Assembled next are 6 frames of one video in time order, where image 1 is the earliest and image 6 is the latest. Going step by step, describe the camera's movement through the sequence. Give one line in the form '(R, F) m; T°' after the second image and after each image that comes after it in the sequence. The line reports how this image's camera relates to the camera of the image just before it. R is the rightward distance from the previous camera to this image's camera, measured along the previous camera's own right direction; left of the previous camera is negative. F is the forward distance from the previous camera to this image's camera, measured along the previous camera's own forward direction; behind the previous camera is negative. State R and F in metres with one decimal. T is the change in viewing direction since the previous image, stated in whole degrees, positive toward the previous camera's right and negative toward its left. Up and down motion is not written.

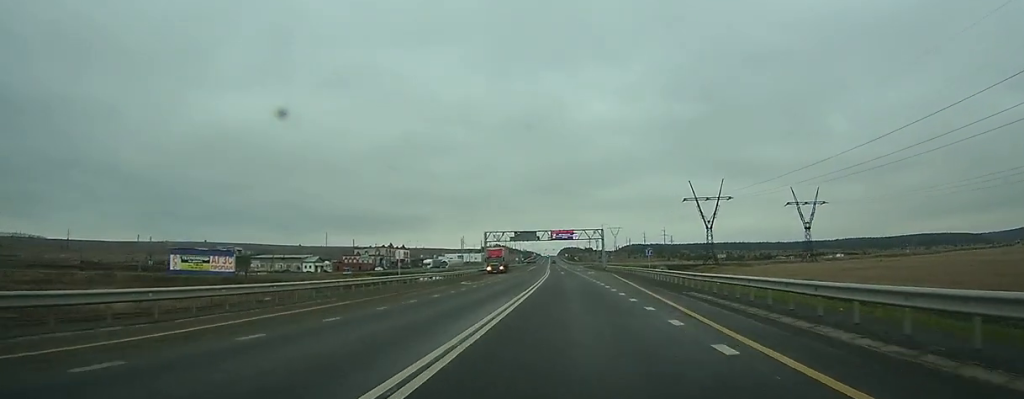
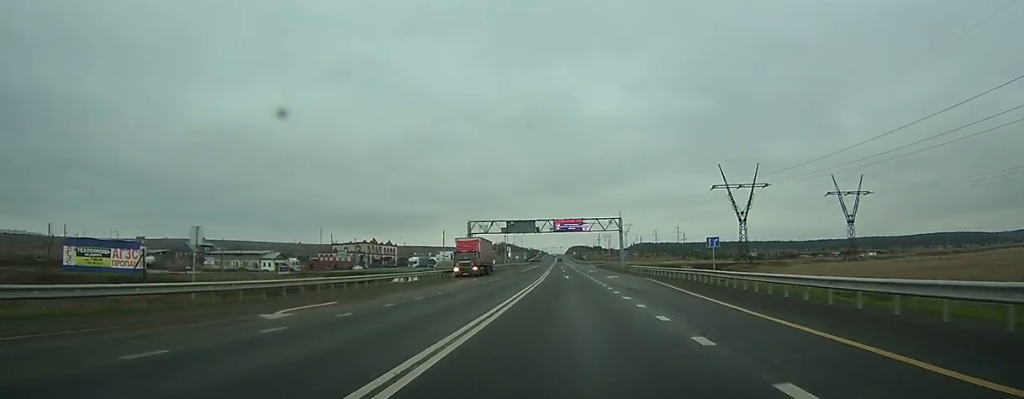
(-0.1, +33.5) m; 0°
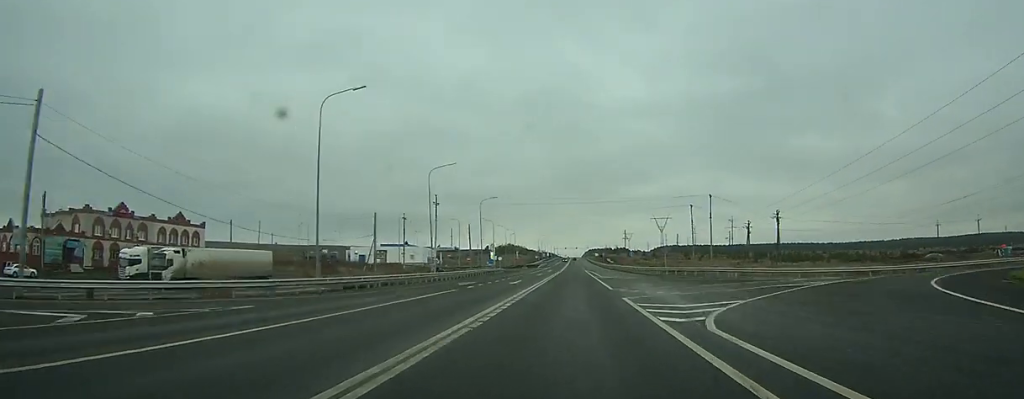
(-2.3, +139.8) m; -2°
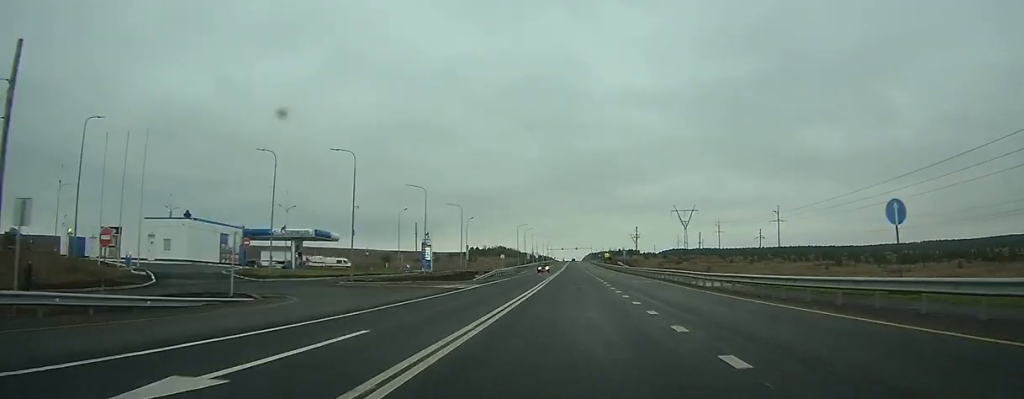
(+0.3, +95.8) m; 0°
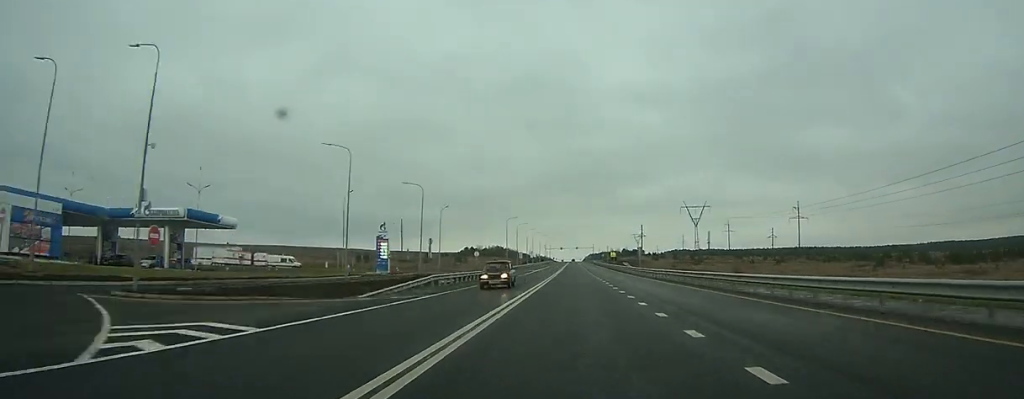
(0.0, +28.2) m; 0°
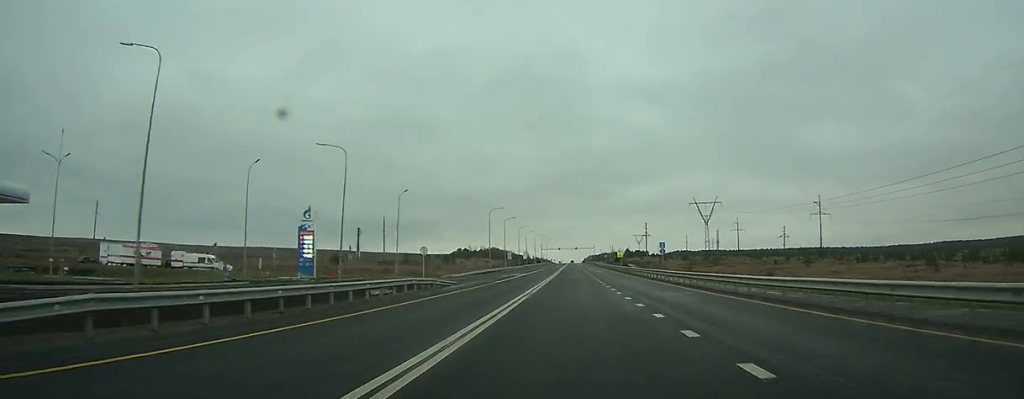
(-0.1, +26.8) m; 0°
